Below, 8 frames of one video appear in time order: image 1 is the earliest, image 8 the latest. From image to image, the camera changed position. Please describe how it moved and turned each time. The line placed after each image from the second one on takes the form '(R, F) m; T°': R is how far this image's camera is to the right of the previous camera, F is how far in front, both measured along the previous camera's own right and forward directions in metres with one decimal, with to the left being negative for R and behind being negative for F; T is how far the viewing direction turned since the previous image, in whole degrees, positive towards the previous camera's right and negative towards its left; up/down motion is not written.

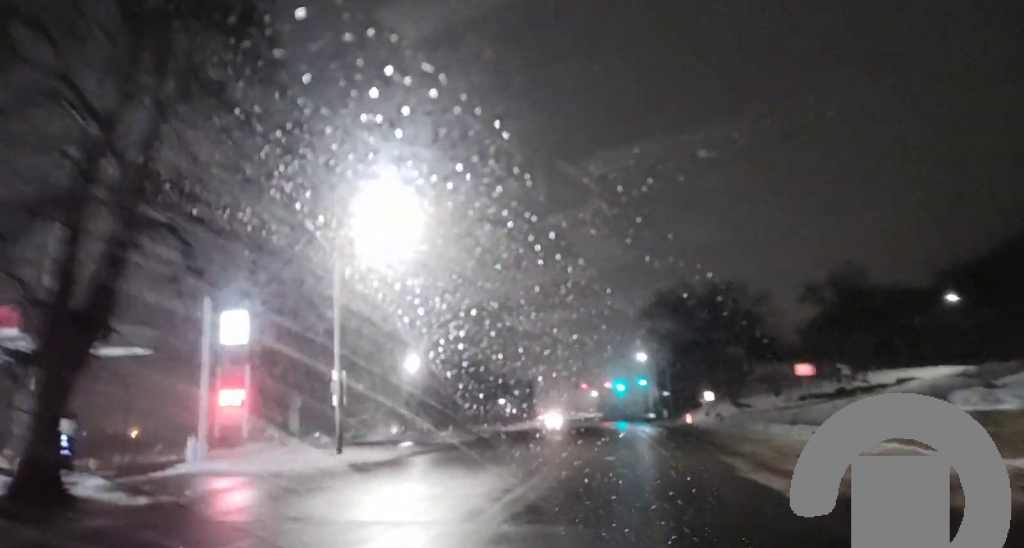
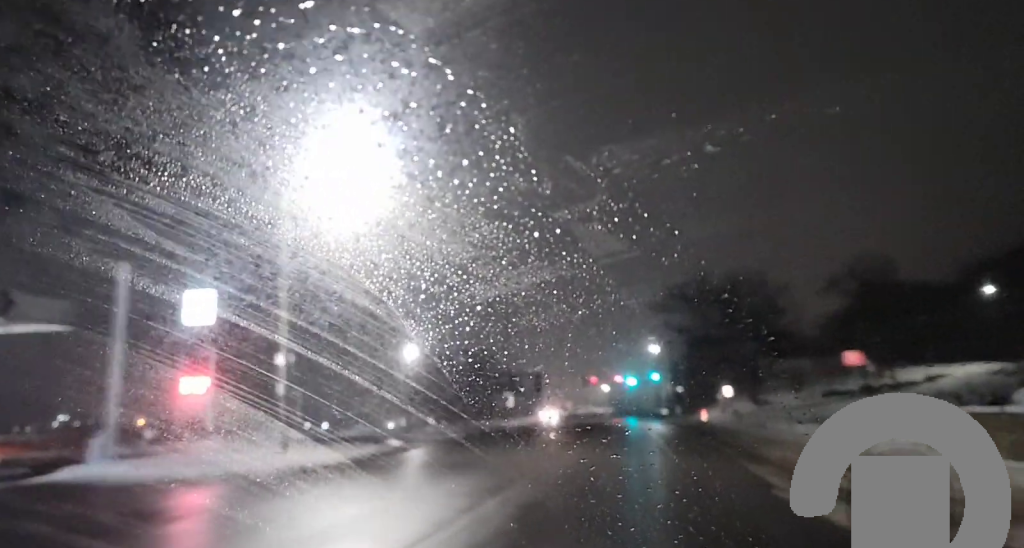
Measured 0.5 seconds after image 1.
(+0.2, +5.5) m; +1°
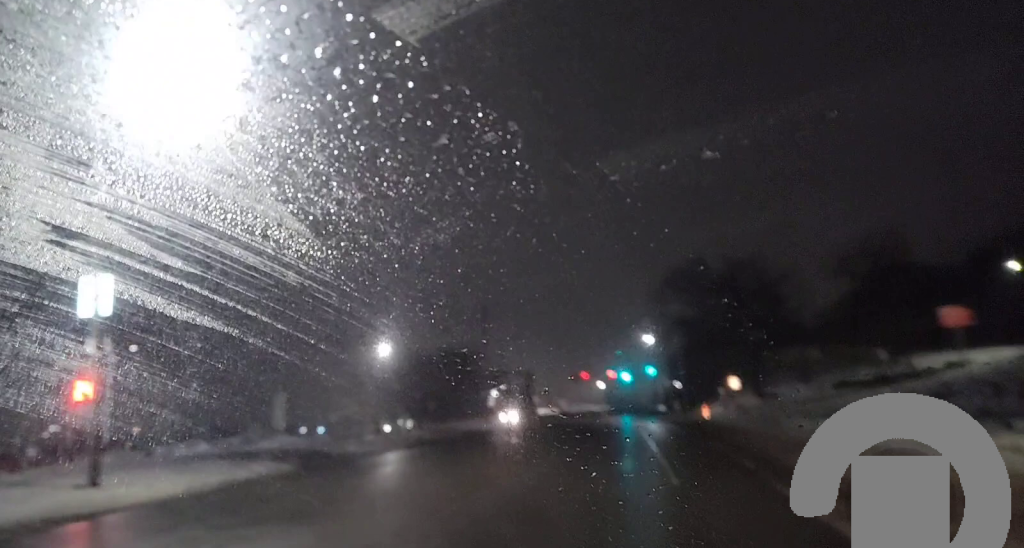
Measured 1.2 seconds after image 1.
(+0.1, +9.0) m; +1°
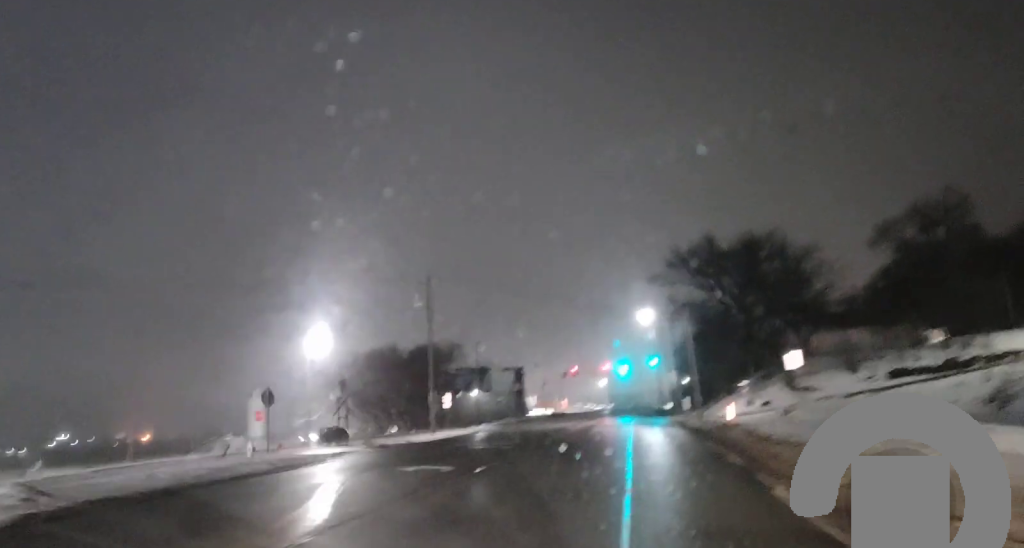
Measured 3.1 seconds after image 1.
(0.0, +23.0) m; 0°
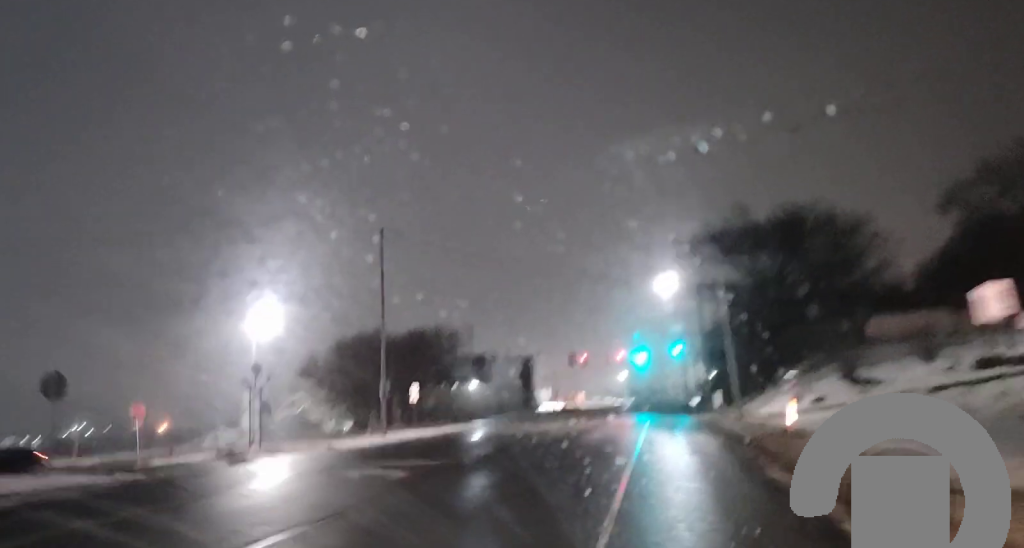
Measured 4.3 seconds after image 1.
(-0.1, +14.1) m; -2°
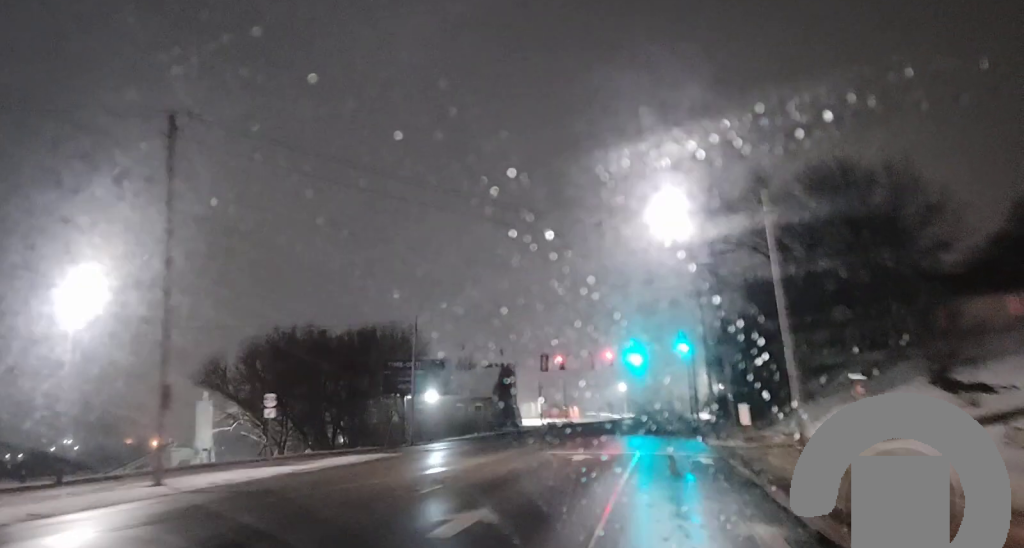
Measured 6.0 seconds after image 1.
(-0.9, +20.9) m; -3°
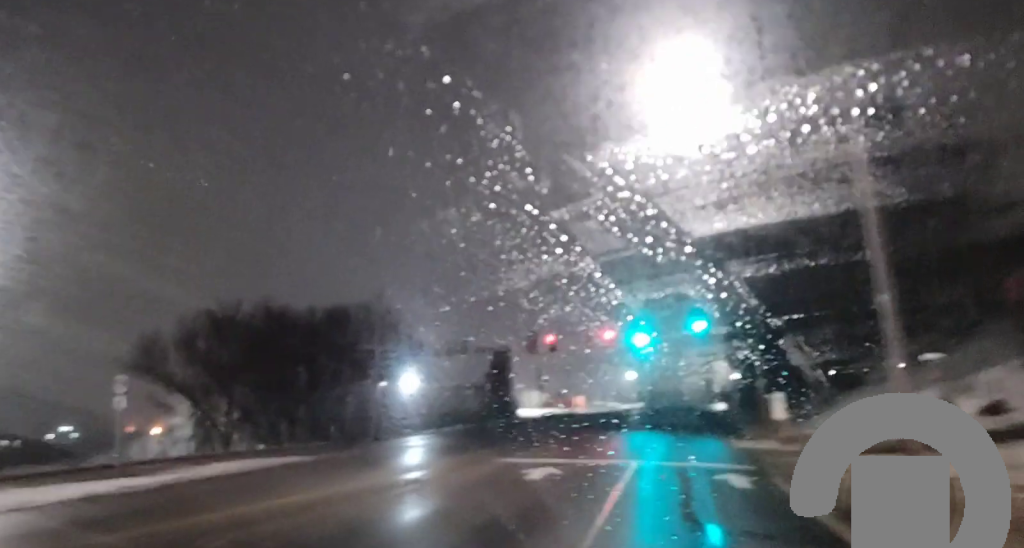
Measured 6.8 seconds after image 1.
(+0.2, +10.3) m; +1°
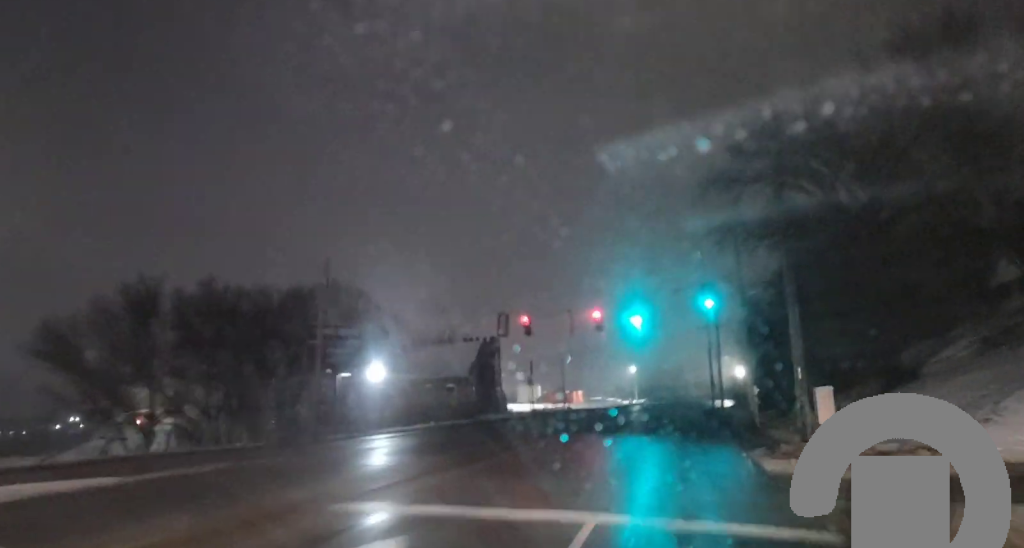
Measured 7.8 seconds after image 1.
(0.0, +11.4) m; 0°
